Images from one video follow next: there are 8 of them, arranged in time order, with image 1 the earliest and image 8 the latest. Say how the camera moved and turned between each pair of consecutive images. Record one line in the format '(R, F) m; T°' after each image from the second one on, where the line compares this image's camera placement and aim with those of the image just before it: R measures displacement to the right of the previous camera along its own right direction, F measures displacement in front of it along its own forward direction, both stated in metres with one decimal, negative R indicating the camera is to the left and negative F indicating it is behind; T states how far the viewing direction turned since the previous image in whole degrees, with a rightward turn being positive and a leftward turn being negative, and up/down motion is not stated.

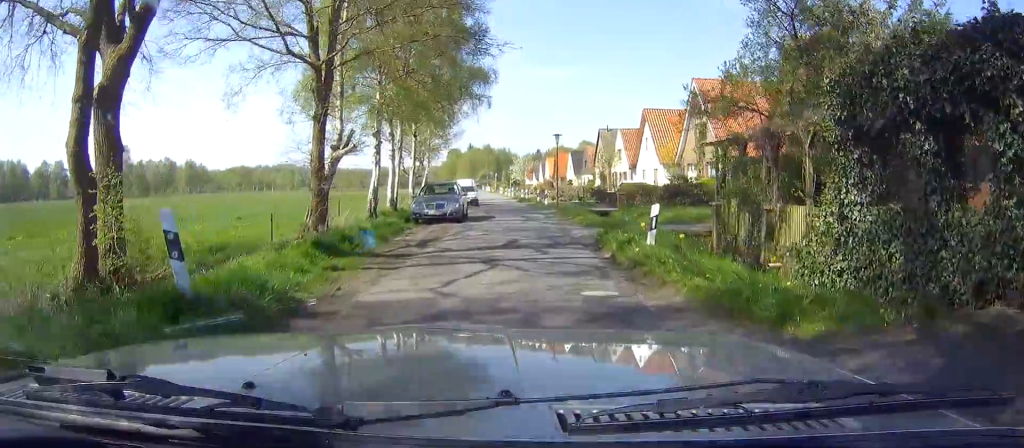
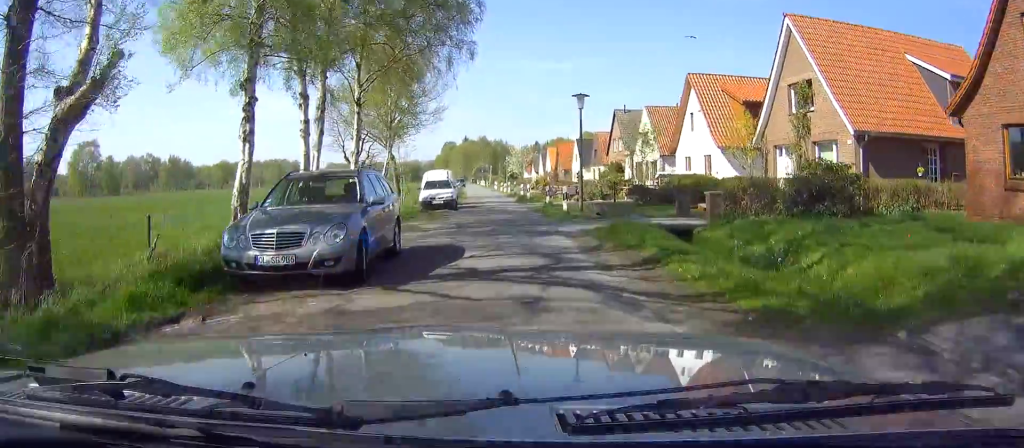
(+0.3, +15.4) m; 0°
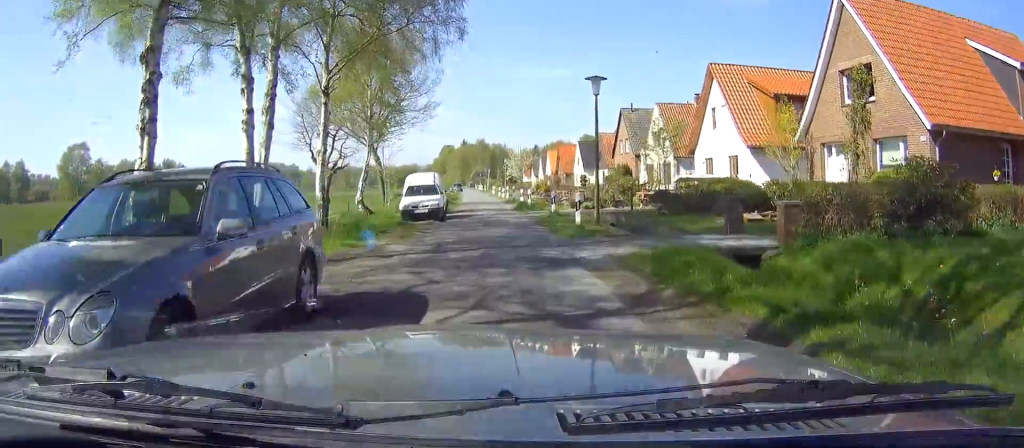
(0.0, +5.2) m; -1°
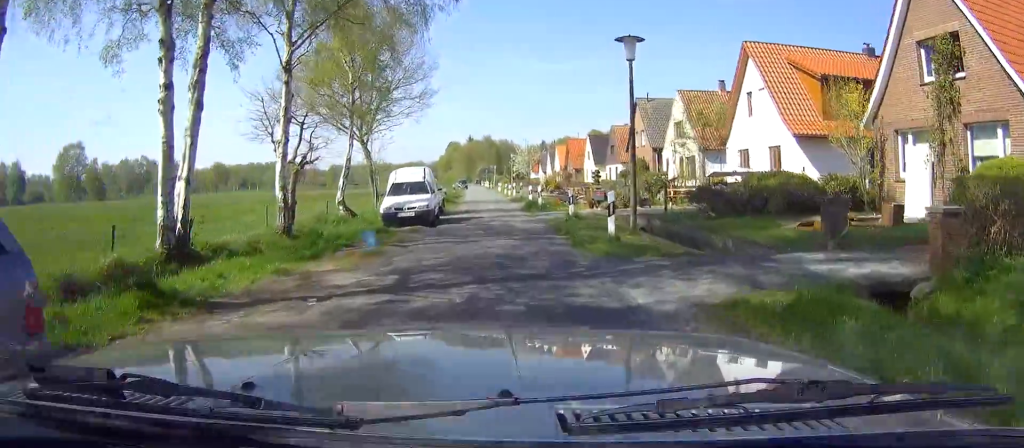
(0.0, +5.2) m; -1°
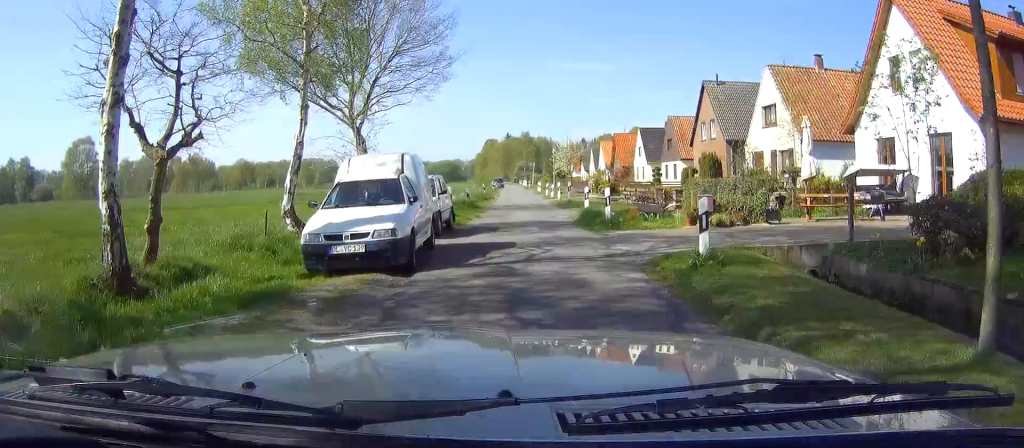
(-0.3, +11.2) m; -2°
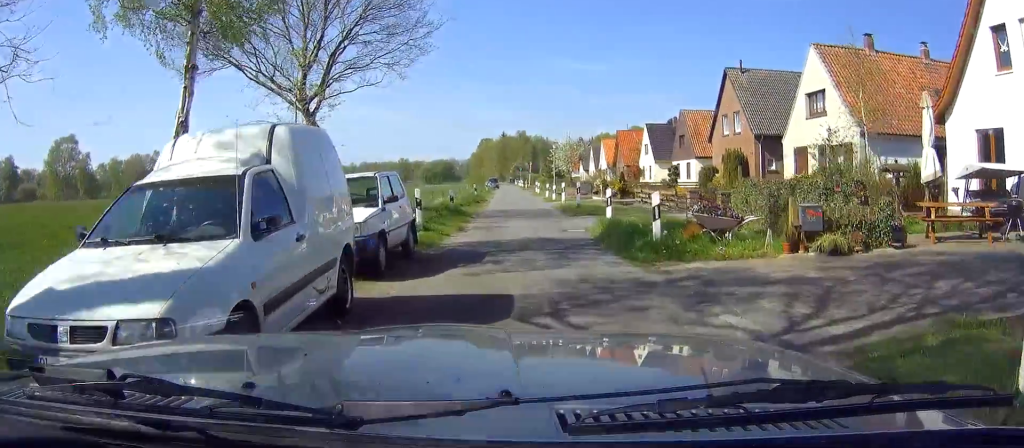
(+0.1, +6.8) m; +7°
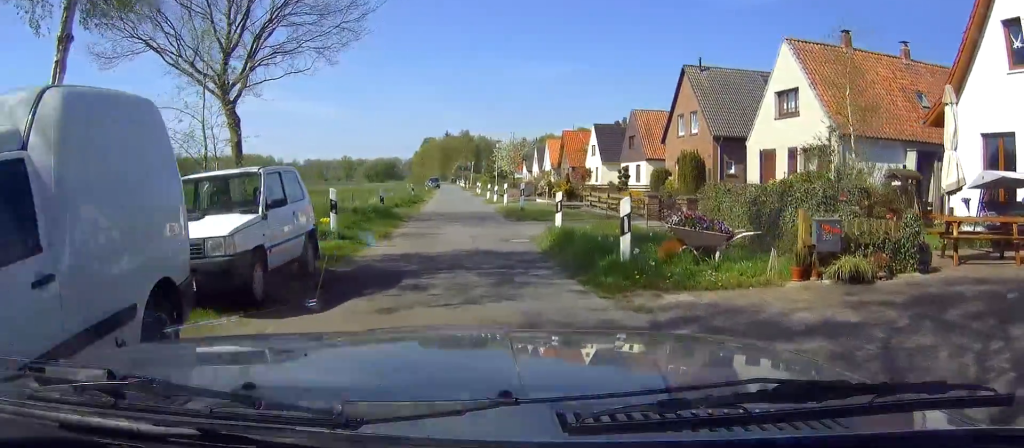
(+0.3, +2.5) m; +13°
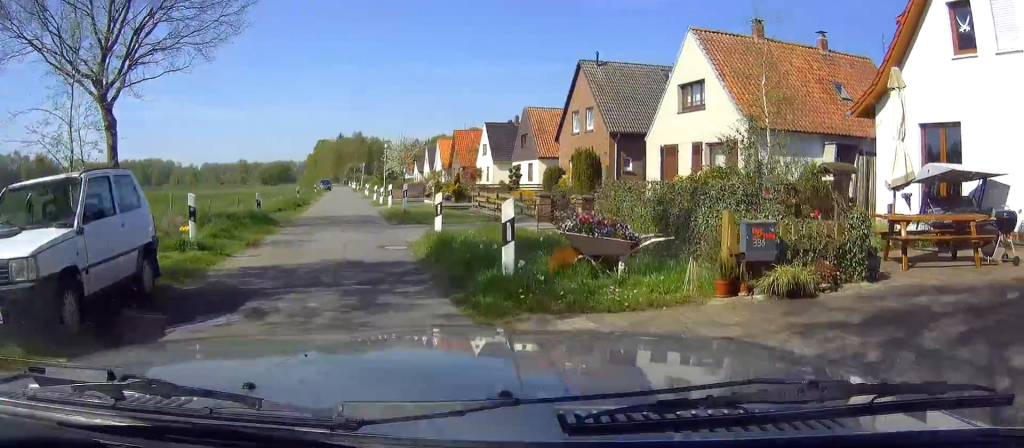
(-0.1, +1.6) m; +10°
